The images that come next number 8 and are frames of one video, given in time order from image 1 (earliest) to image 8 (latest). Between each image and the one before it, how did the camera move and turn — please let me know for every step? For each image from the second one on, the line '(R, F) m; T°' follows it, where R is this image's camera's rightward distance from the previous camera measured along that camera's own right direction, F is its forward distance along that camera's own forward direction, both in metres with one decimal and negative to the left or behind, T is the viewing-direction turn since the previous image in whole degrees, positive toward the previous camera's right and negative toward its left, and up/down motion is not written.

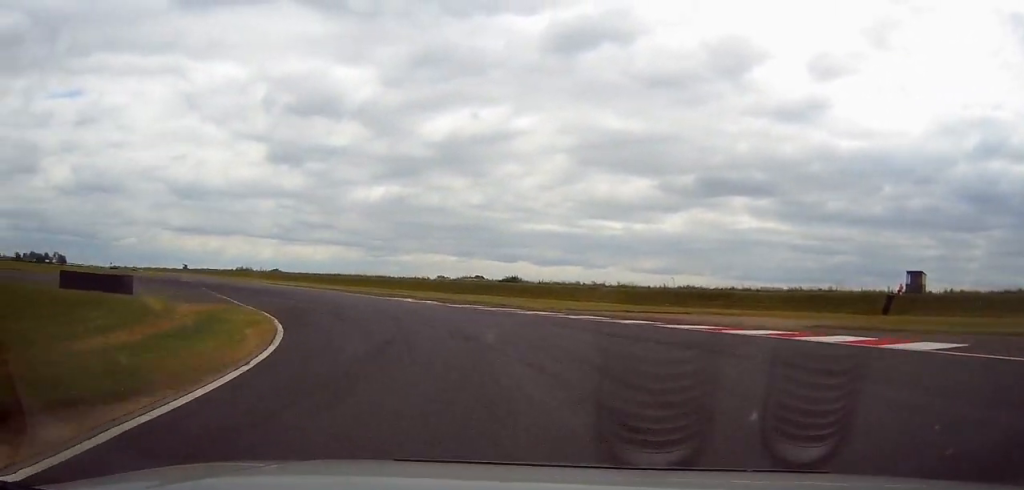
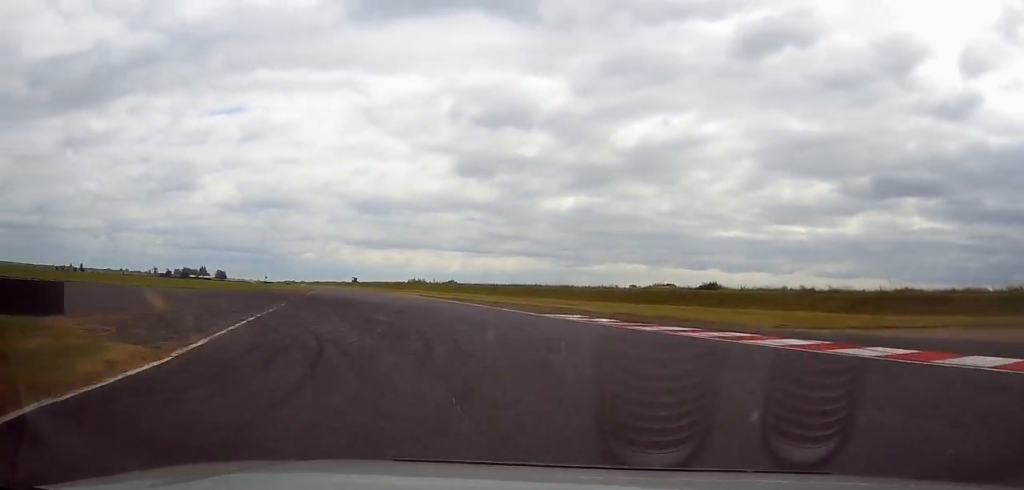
(-2.1, +13.6) m; -13°
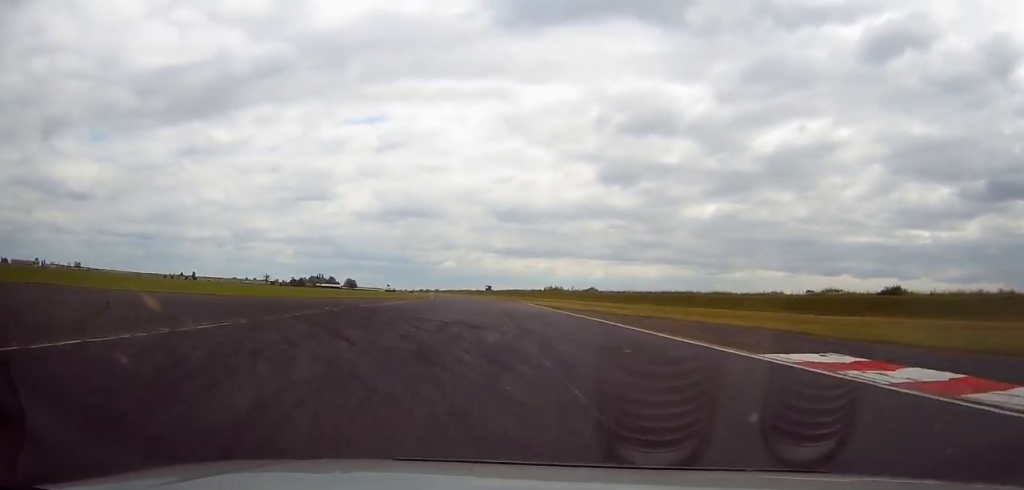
(-1.7, +17.6) m; -11°
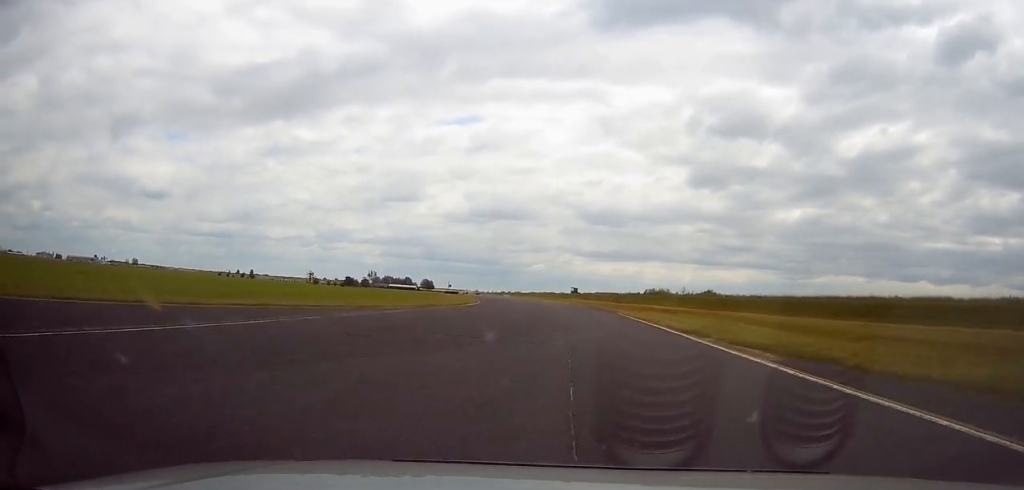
(-5.4, +42.2) m; -9°
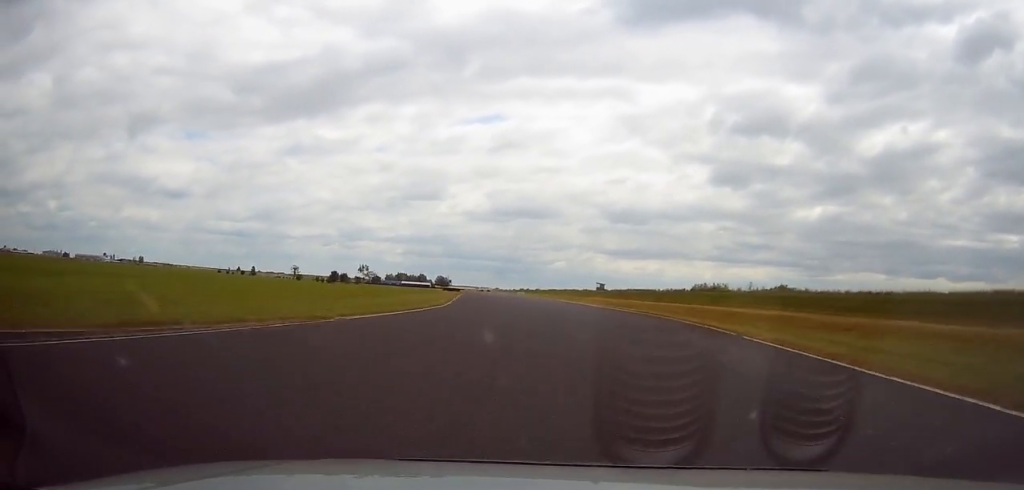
(-0.7, +32.8) m; -2°
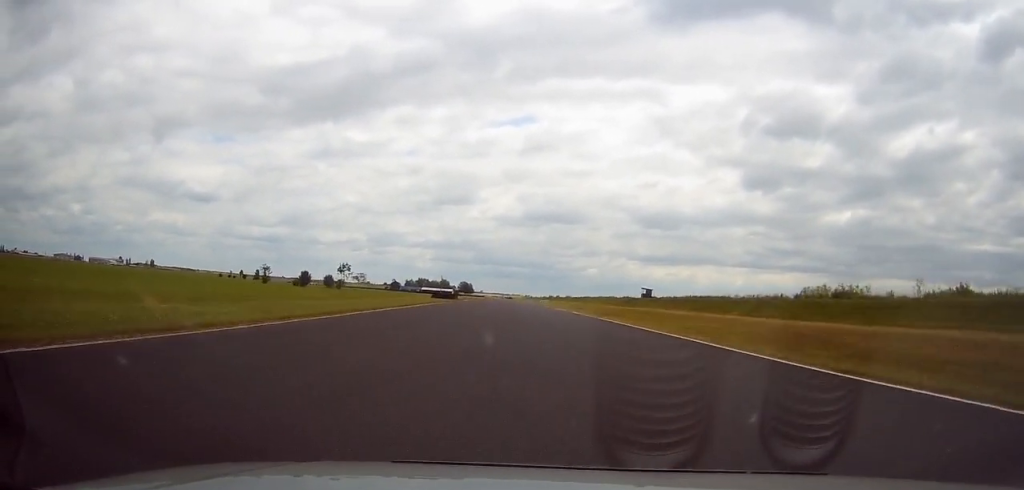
(-0.8, +42.4) m; -3°
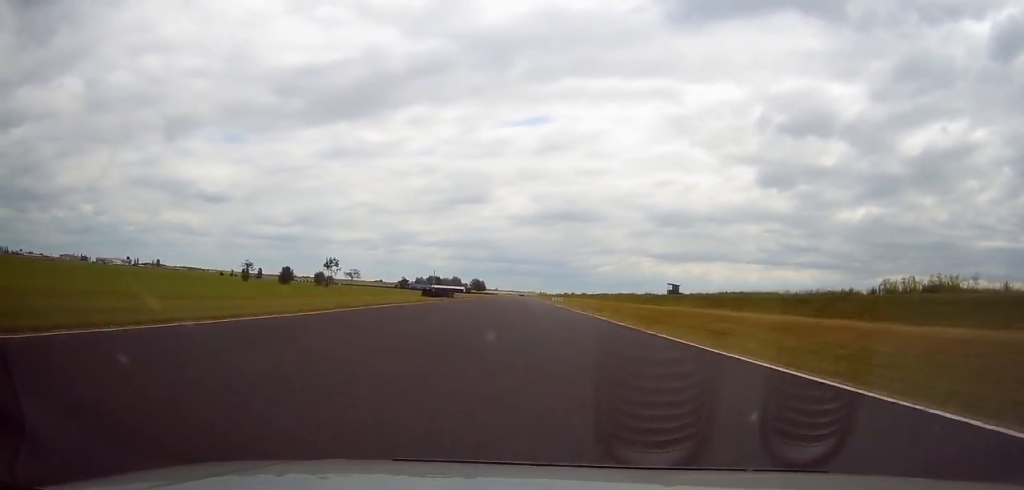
(+0.1, +17.4) m; -1°
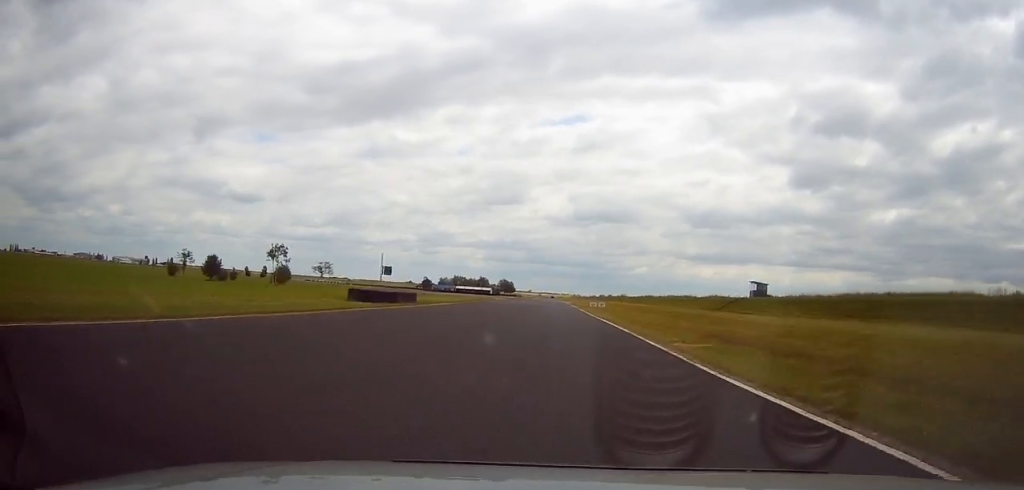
(-1.2, +40.7) m; -2°
